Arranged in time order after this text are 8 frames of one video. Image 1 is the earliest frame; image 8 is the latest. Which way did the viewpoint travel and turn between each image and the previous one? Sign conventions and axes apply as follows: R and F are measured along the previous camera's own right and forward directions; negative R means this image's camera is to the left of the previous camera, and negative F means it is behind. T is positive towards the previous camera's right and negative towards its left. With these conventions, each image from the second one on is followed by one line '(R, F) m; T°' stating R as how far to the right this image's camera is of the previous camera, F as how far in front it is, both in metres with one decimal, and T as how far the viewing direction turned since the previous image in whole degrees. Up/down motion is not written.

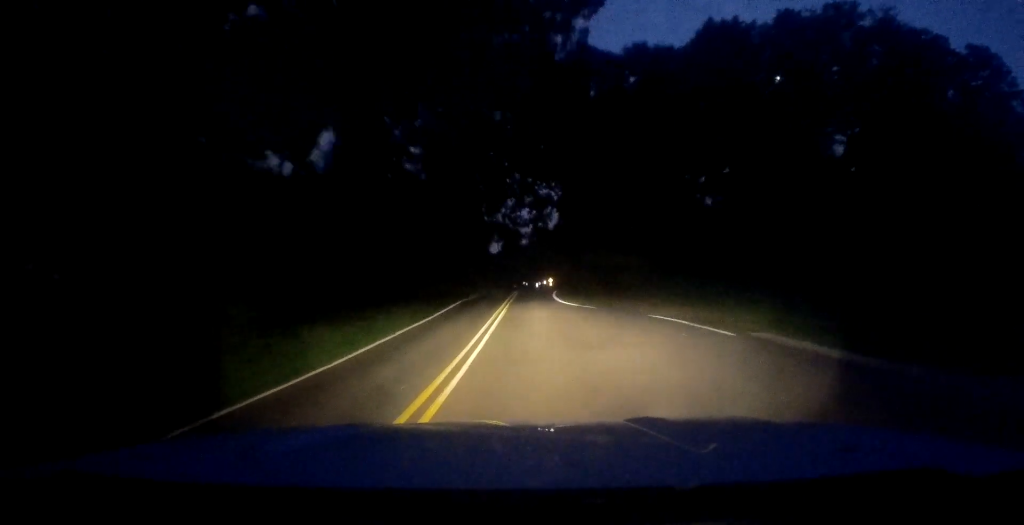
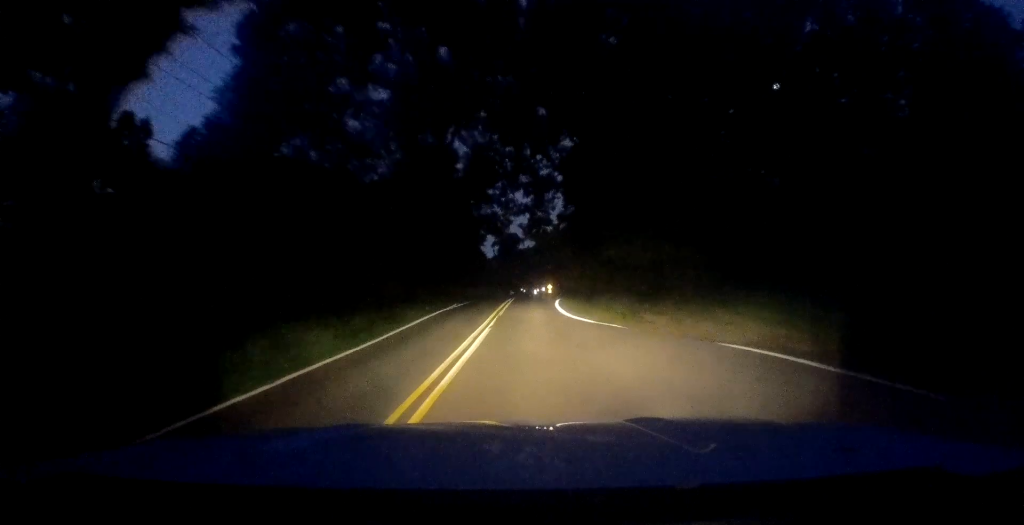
(-0.3, +10.0) m; 0°
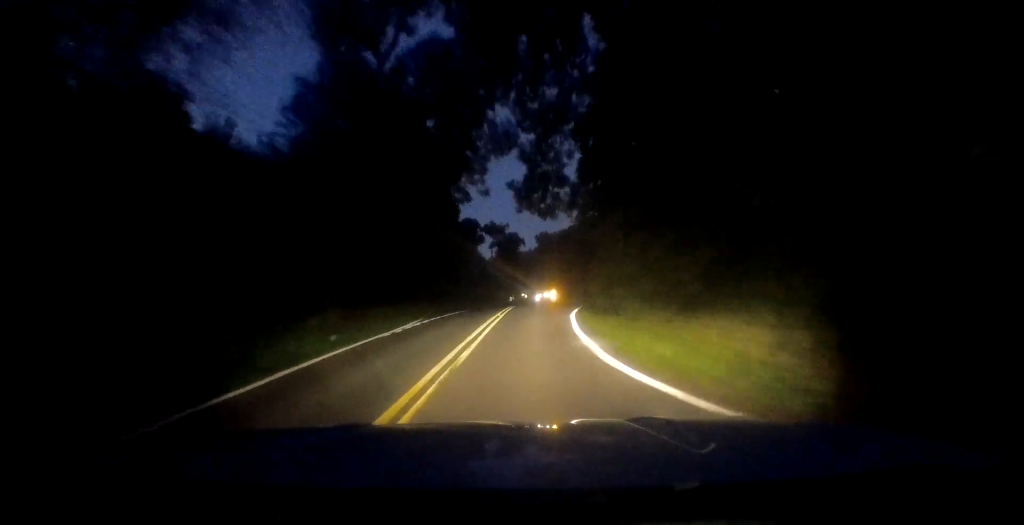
(+0.3, +15.2) m; -1°
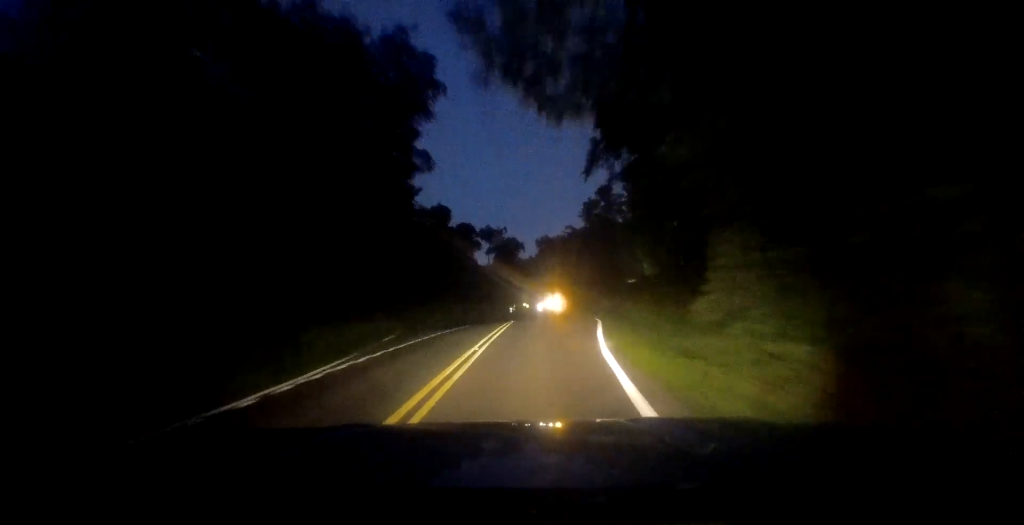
(-0.4, +12.4) m; -2°
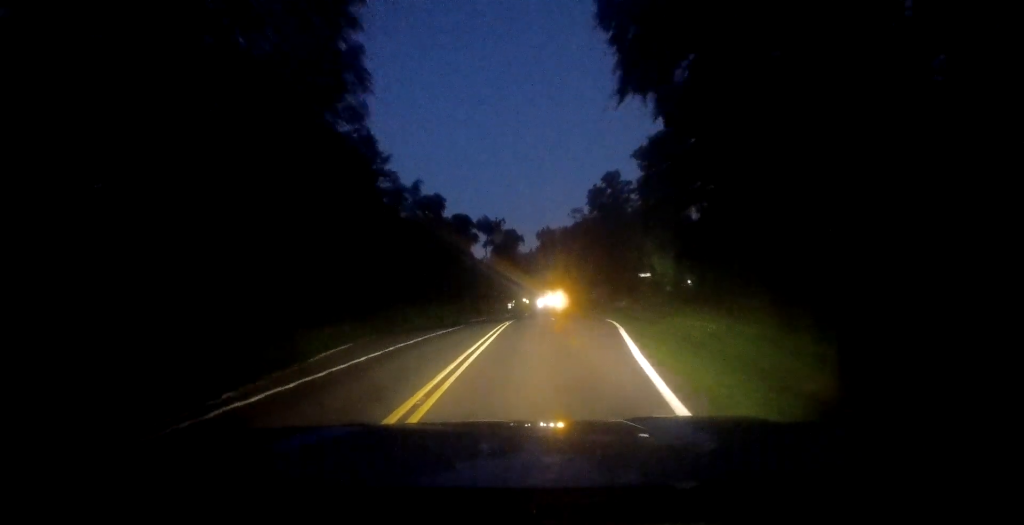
(-0.2, +8.7) m; -1°
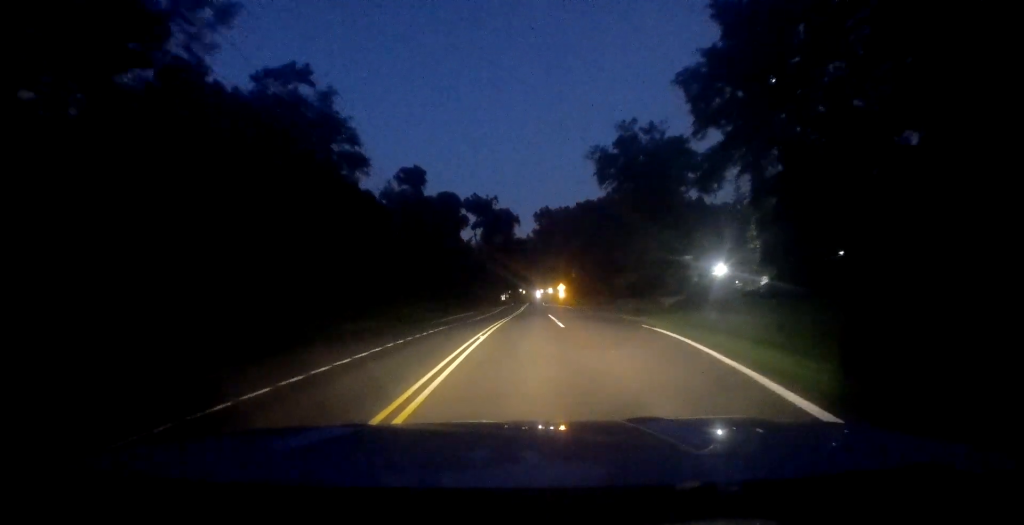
(+0.3, +17.3) m; +3°
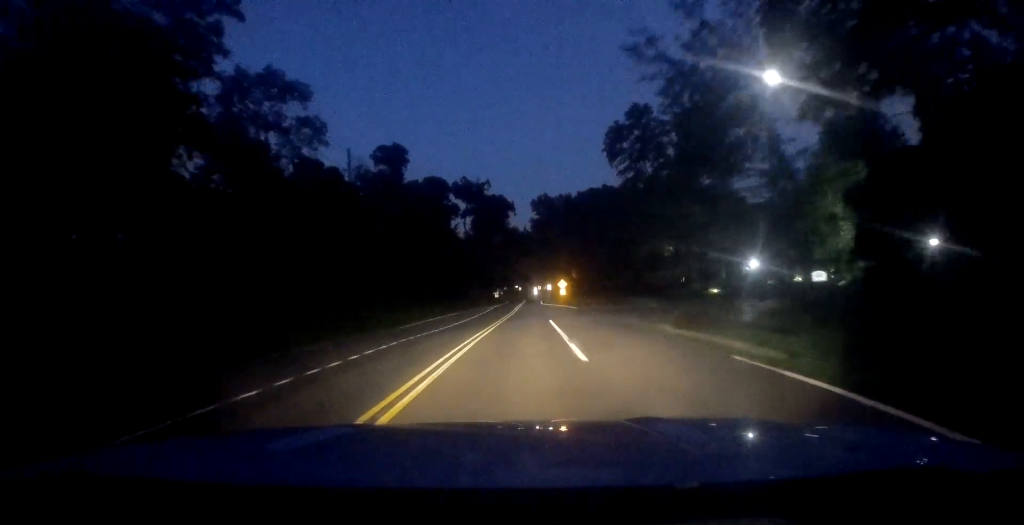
(+0.4, +13.3) m; +1°
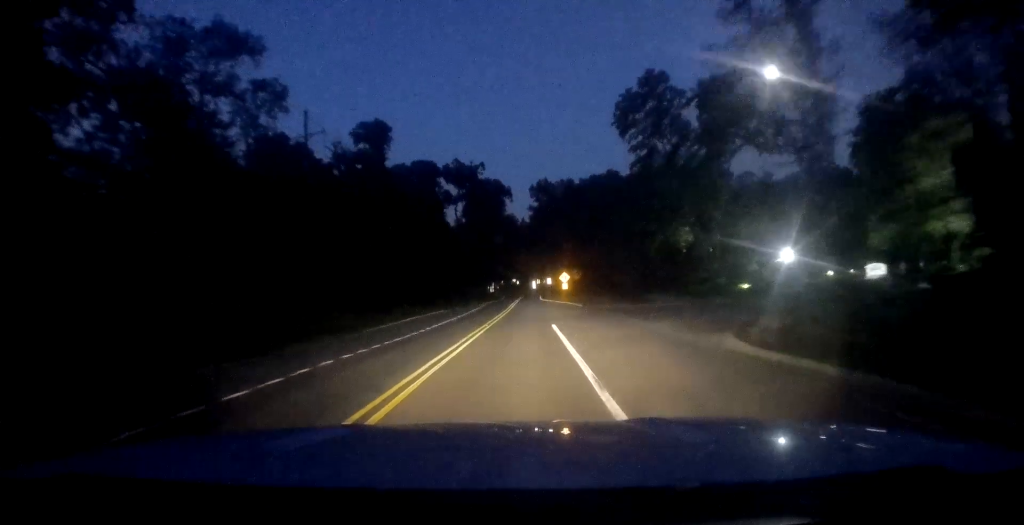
(-0.2, +9.3) m; 0°
